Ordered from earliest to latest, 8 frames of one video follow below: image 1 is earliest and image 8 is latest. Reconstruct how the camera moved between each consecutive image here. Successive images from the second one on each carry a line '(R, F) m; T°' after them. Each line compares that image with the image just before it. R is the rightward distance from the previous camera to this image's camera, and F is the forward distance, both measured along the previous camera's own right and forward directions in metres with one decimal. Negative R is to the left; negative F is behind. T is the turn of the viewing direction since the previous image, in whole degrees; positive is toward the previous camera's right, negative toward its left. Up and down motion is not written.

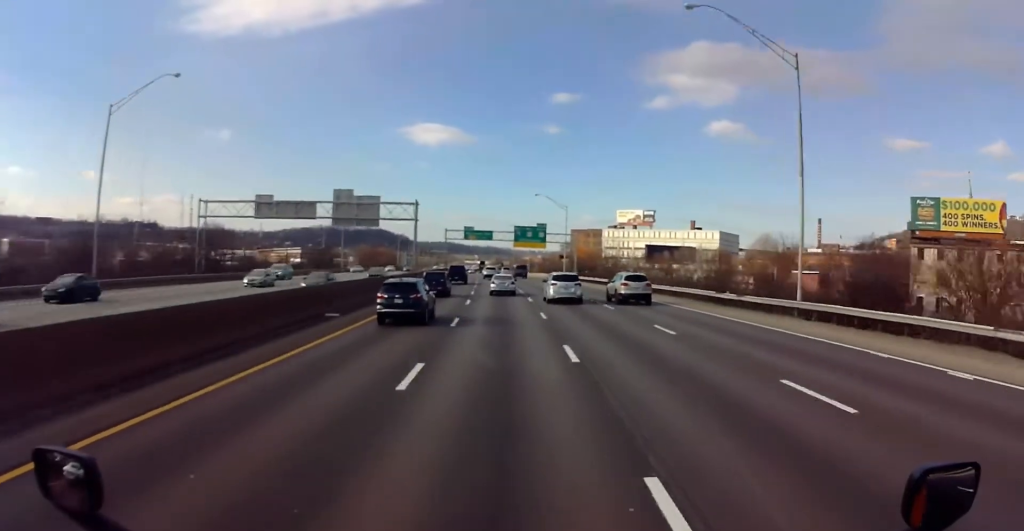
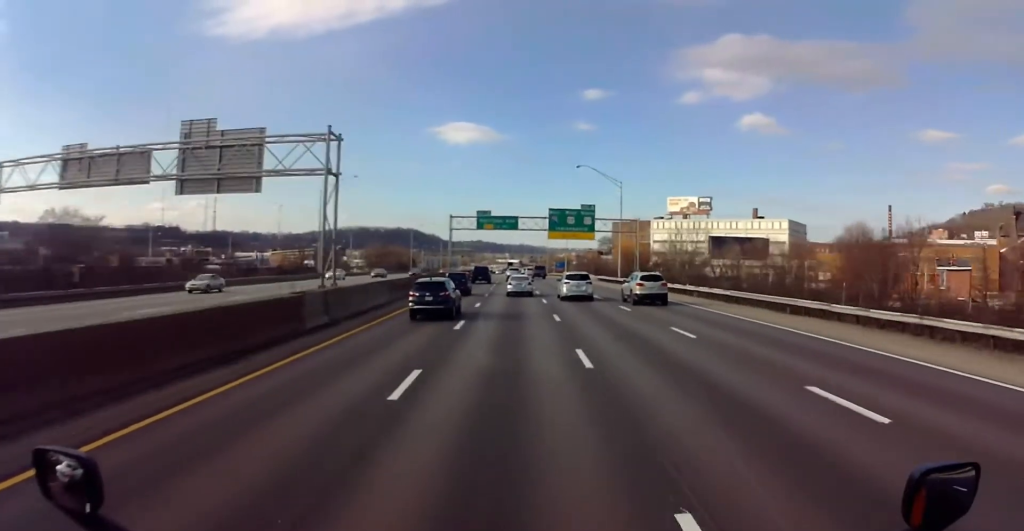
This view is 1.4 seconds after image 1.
(-1.2, +37.9) m; -3°
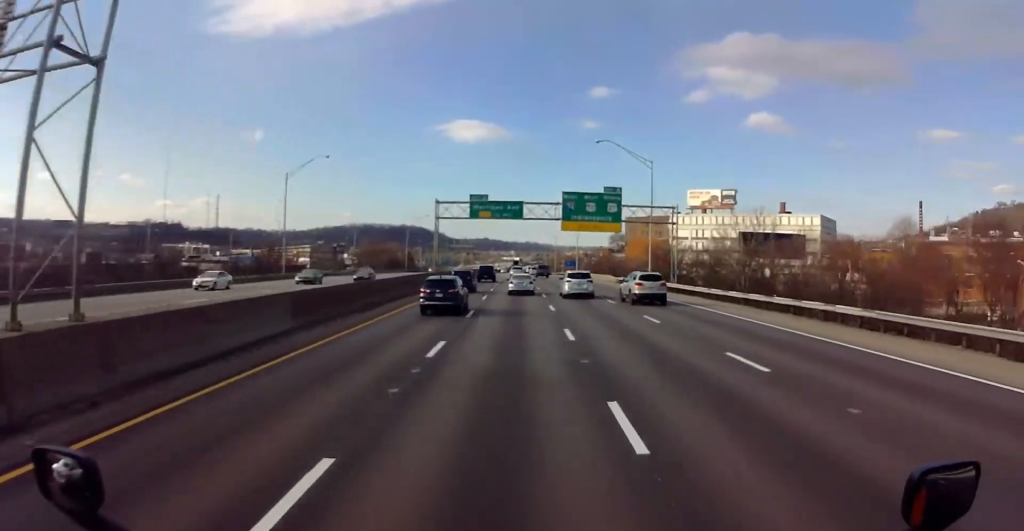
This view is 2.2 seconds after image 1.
(-0.3, +19.4) m; -1°
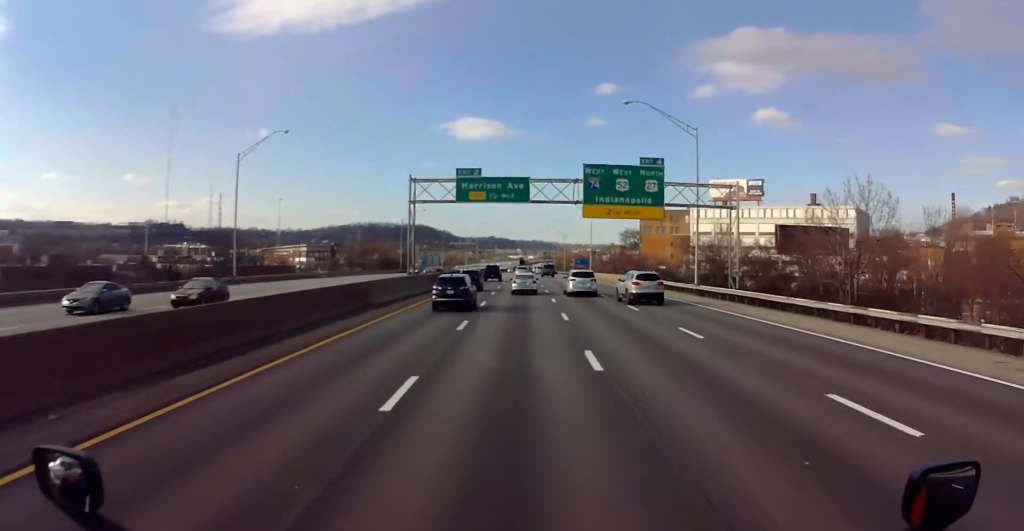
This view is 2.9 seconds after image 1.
(-0.3, +18.5) m; 0°
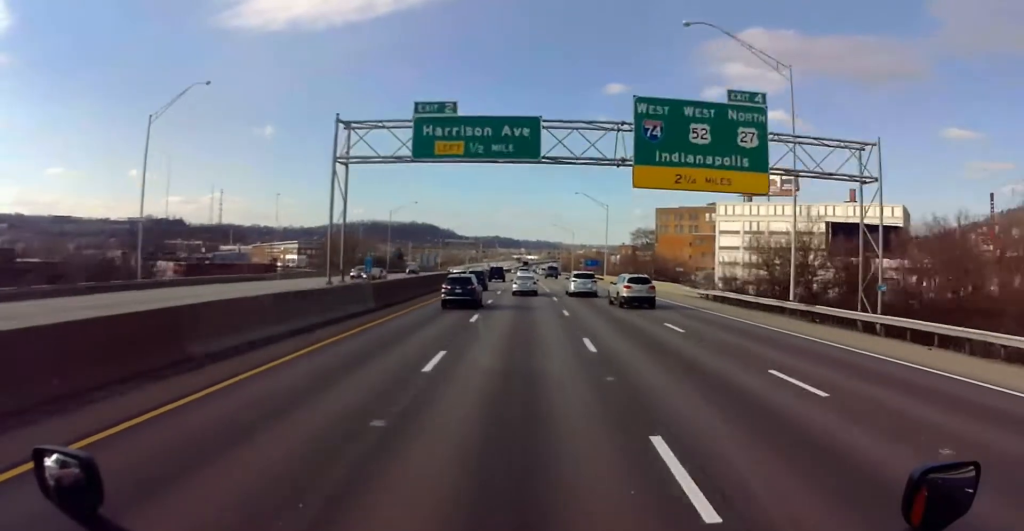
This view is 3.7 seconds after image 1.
(+0.2, +20.9) m; 0°
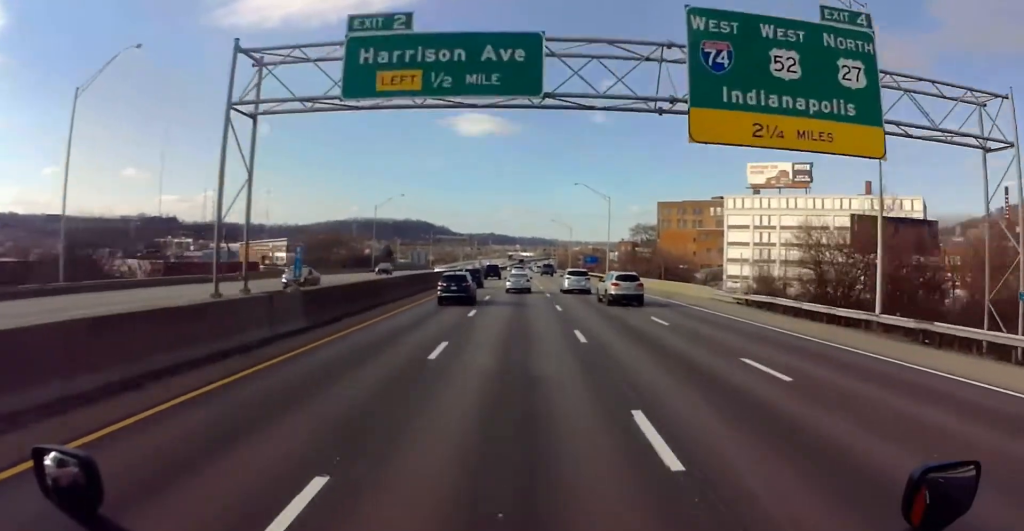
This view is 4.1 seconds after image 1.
(+0.2, +10.4) m; 0°
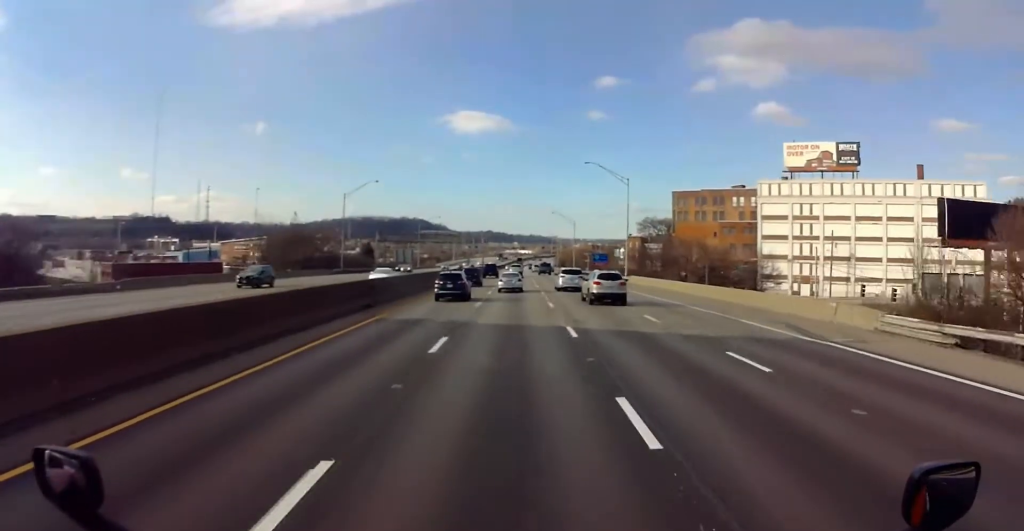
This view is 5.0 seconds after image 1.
(-0.5, +23.4) m; 0°
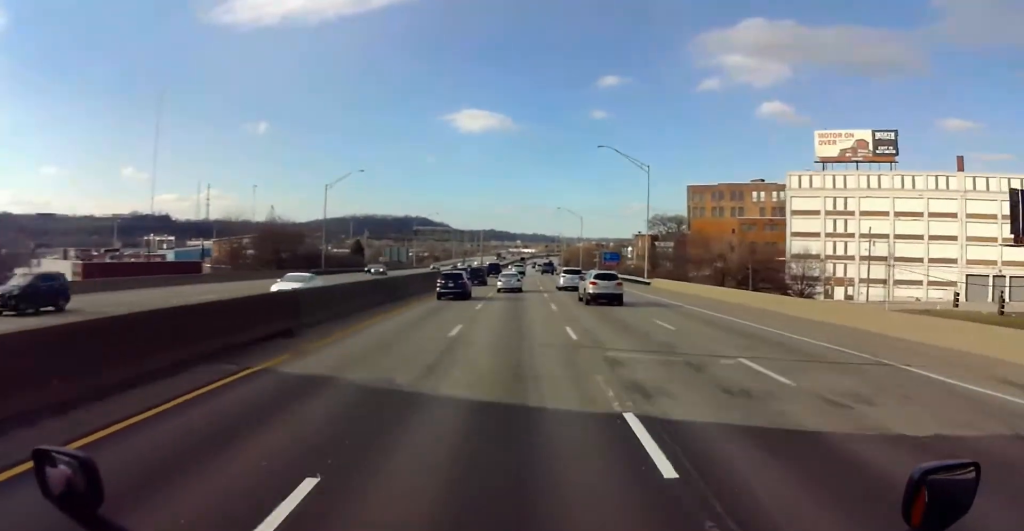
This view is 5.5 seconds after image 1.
(+0.1, +13.2) m; 0°
